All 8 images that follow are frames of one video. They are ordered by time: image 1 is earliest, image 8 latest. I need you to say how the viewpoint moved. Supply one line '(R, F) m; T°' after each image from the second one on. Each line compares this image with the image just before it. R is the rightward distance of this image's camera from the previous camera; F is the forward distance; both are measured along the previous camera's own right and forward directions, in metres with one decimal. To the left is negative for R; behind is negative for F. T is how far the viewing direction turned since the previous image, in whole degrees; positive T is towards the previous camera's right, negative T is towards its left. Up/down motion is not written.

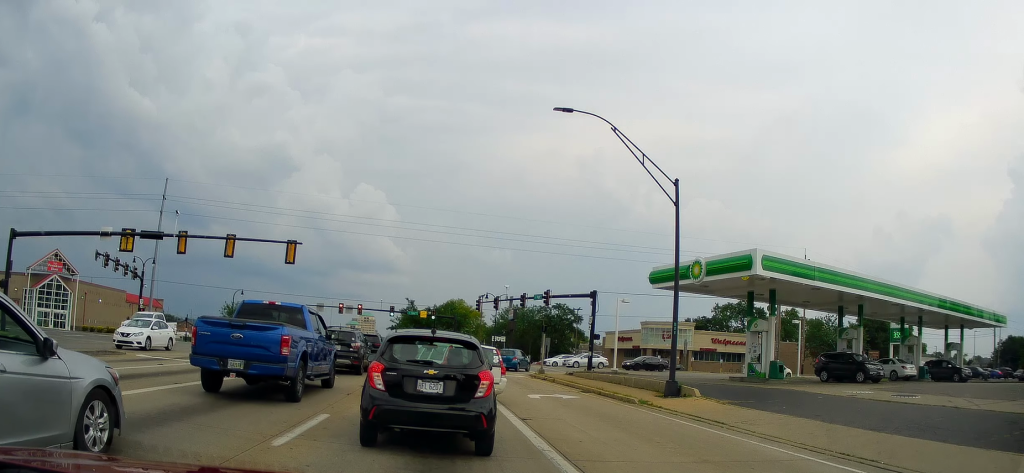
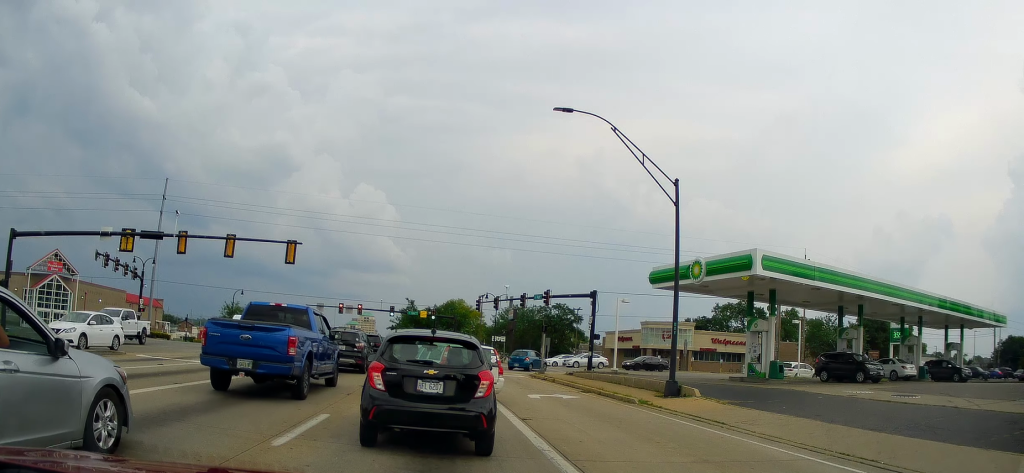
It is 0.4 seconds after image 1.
(0.0, 0.0) m; 0°
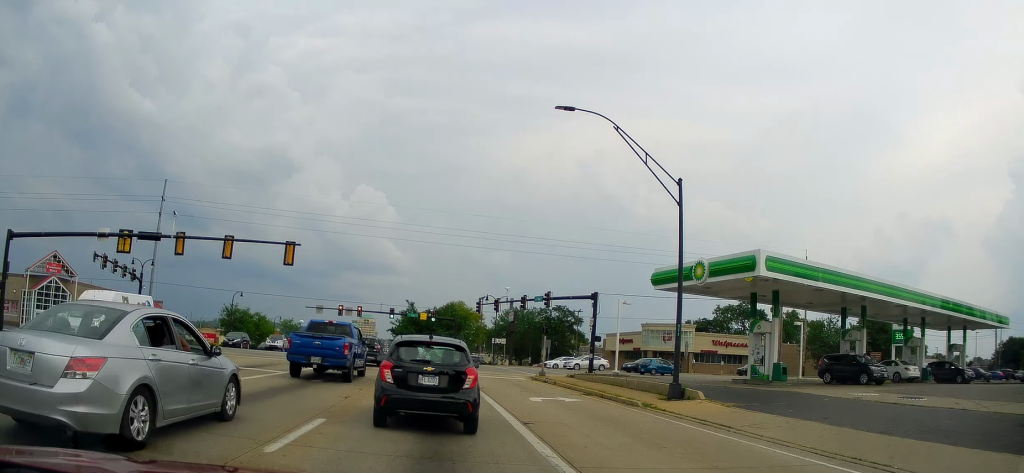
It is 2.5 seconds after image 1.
(0.0, 0.0) m; 0°
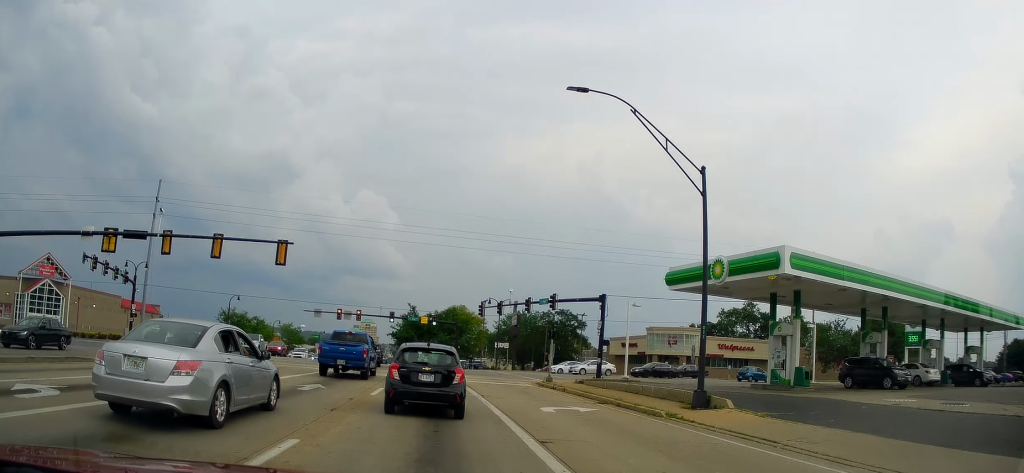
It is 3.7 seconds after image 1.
(0.0, 0.0) m; 0°
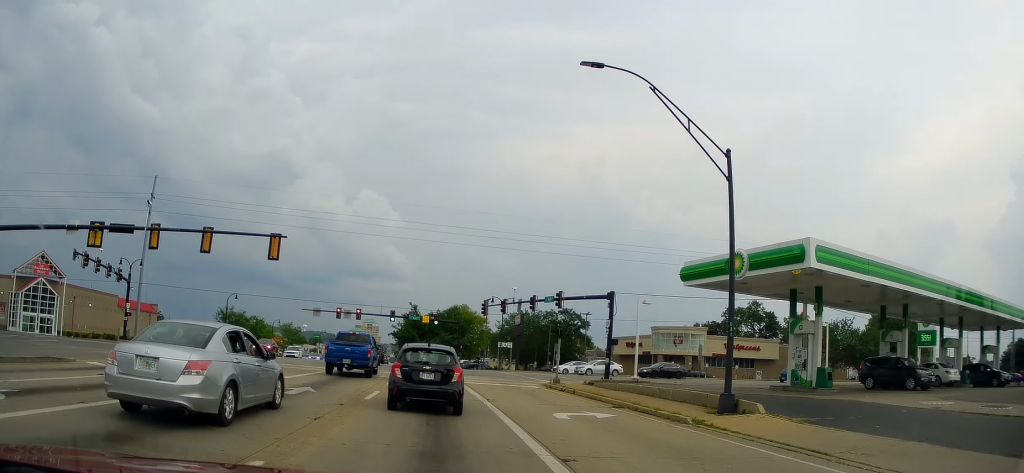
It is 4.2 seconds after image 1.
(0.0, 0.0) m; 0°
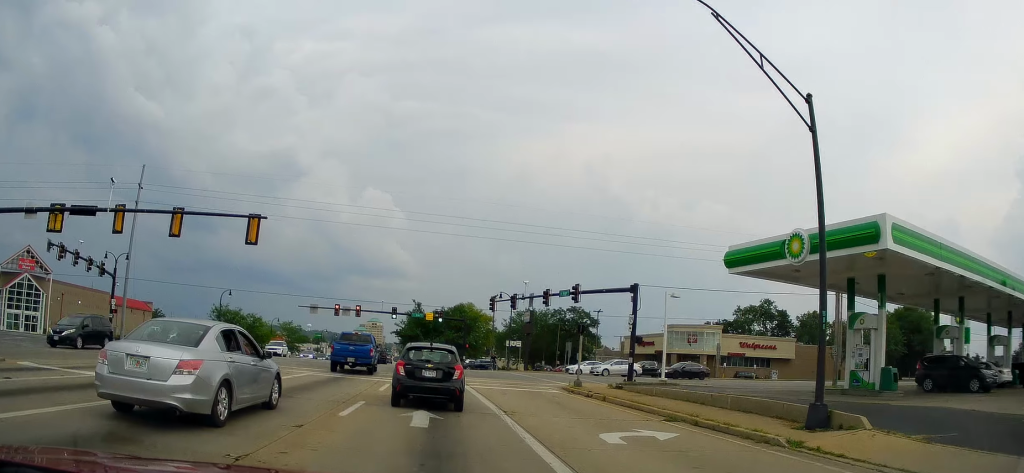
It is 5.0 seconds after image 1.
(+0.1, +0.8) m; 0°
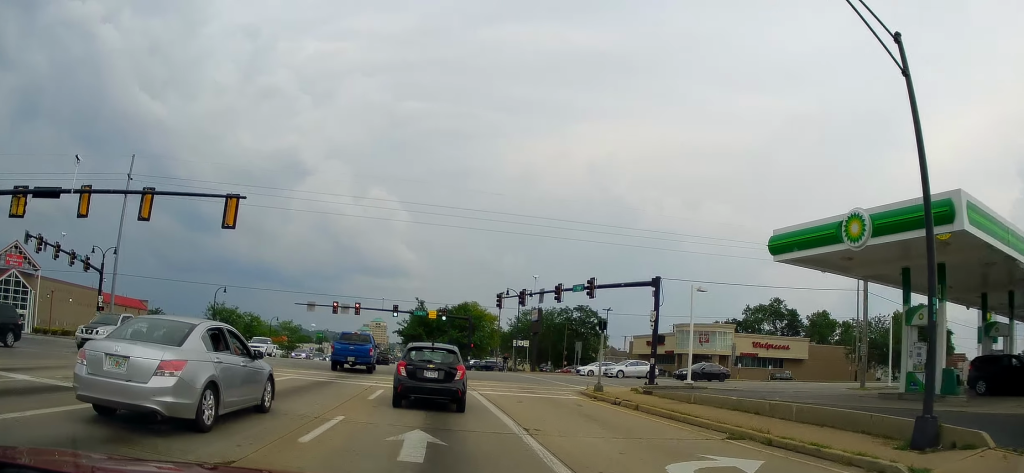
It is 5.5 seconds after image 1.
(0.0, +1.3) m; +1°
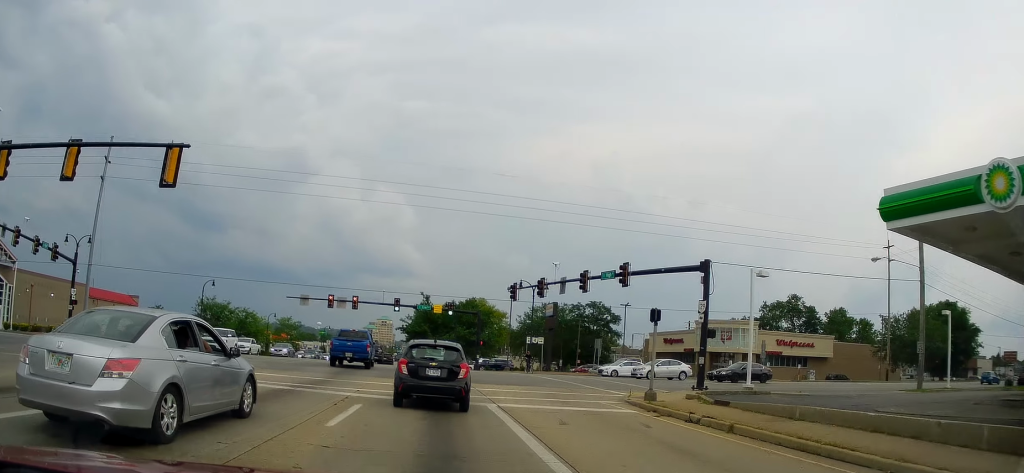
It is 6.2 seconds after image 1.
(-0.1, +3.6) m; +5°
